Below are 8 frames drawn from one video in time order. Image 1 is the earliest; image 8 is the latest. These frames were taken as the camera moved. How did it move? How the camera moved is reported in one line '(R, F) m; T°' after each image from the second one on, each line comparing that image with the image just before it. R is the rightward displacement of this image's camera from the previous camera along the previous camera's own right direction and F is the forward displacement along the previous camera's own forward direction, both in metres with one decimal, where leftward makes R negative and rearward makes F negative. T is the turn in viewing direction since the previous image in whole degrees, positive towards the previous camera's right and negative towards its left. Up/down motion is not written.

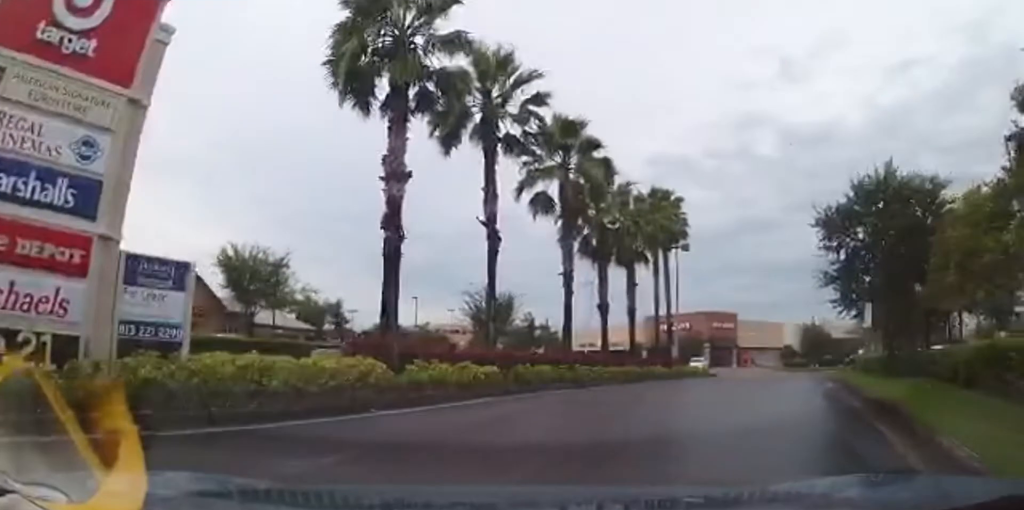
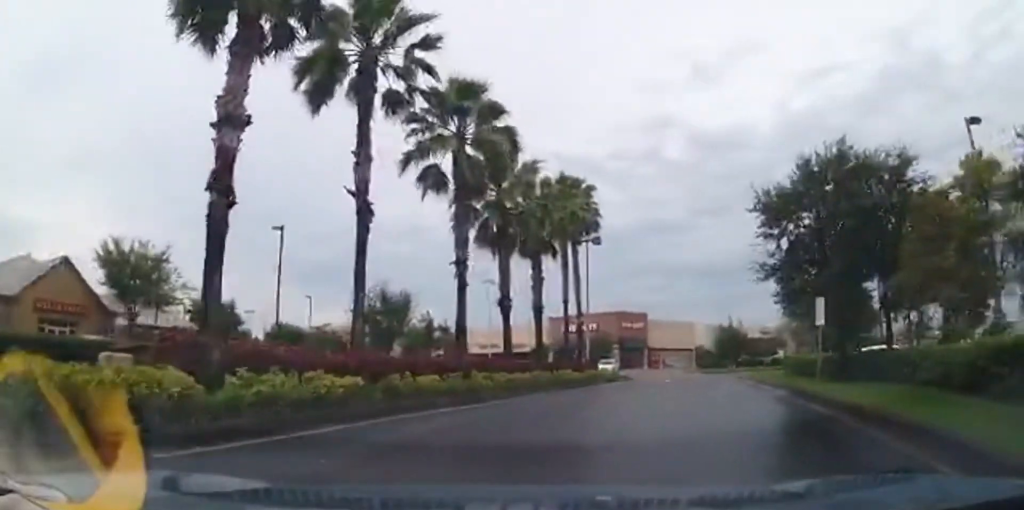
(+0.6, +3.2) m; +11°
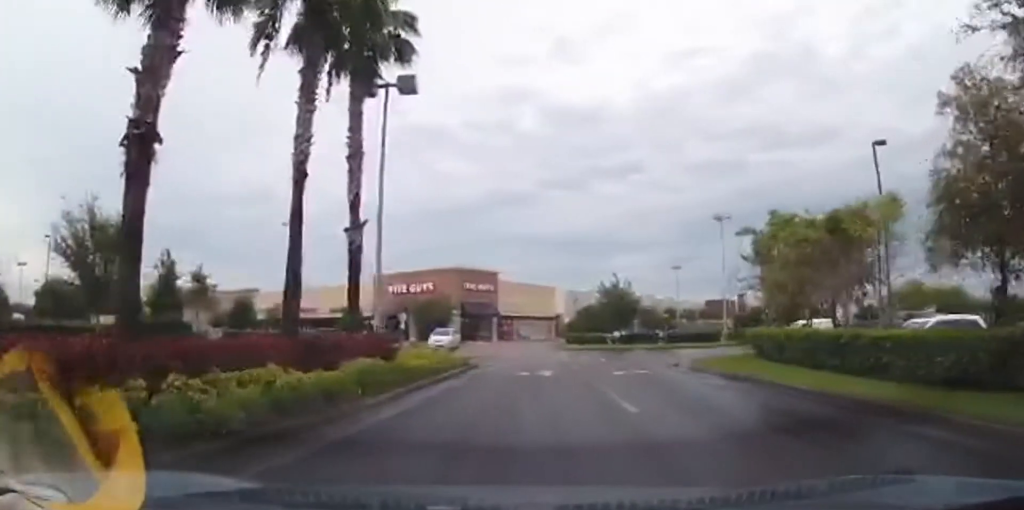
(+4.7, +15.5) m; +31°
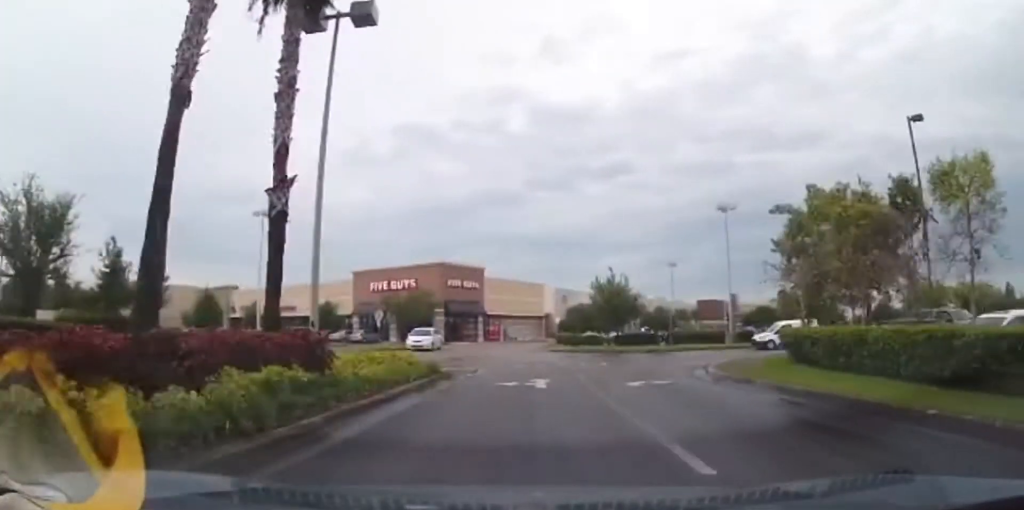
(+0.5, +3.7) m; +5°
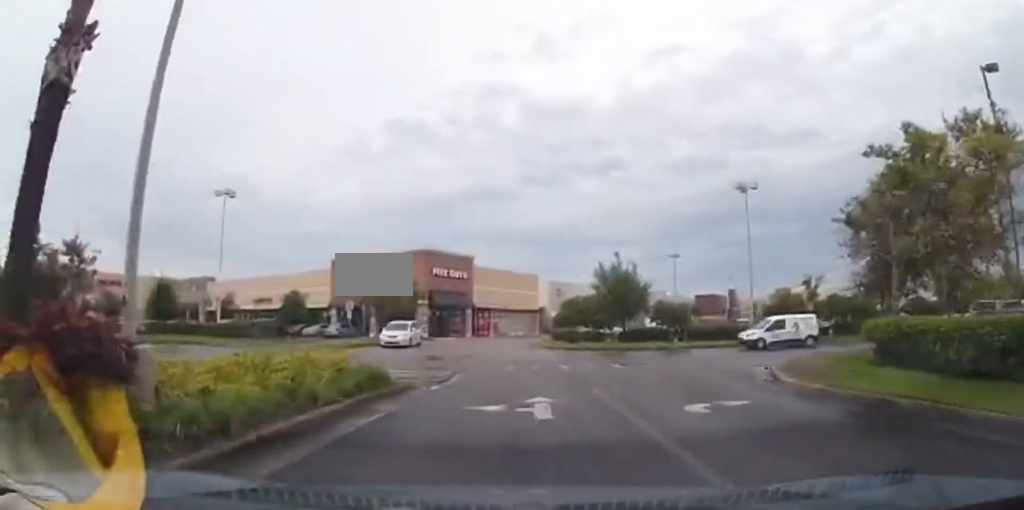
(+0.3, +5.6) m; +5°
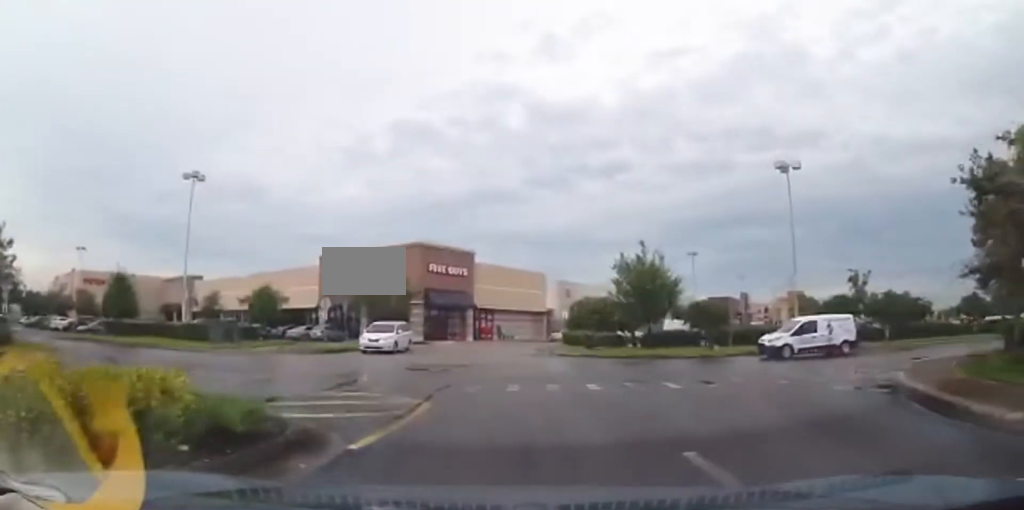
(0.0, +6.0) m; +3°
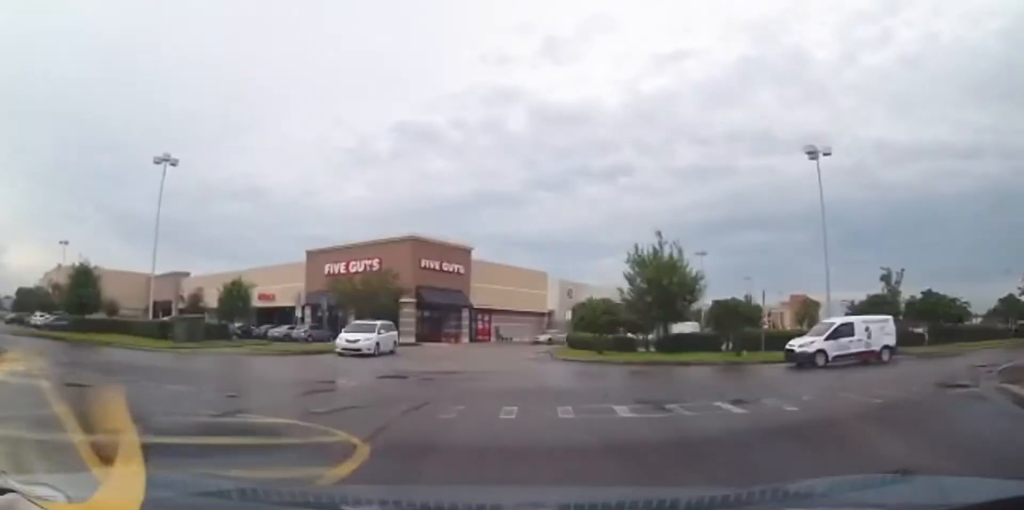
(+0.2, +4.1) m; +1°
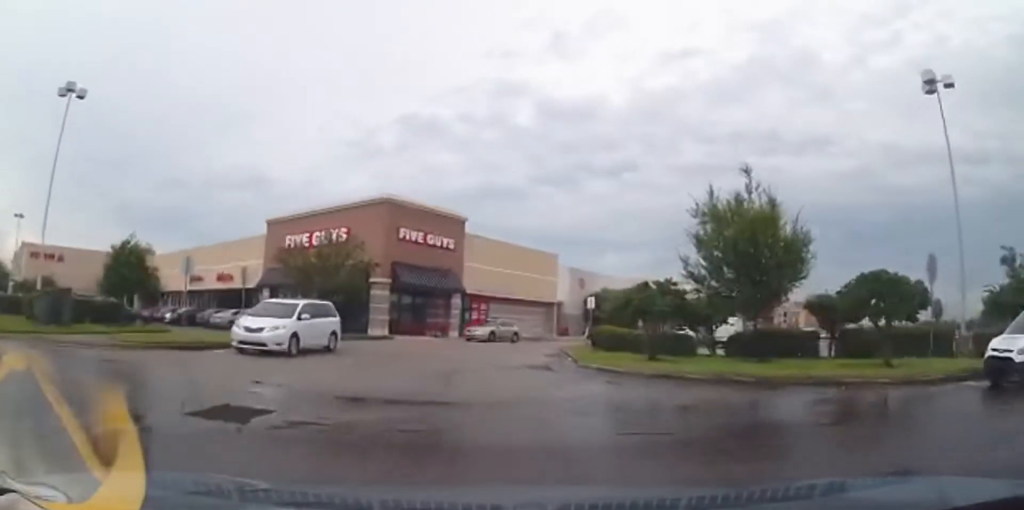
(+0.1, +11.5) m; +2°
